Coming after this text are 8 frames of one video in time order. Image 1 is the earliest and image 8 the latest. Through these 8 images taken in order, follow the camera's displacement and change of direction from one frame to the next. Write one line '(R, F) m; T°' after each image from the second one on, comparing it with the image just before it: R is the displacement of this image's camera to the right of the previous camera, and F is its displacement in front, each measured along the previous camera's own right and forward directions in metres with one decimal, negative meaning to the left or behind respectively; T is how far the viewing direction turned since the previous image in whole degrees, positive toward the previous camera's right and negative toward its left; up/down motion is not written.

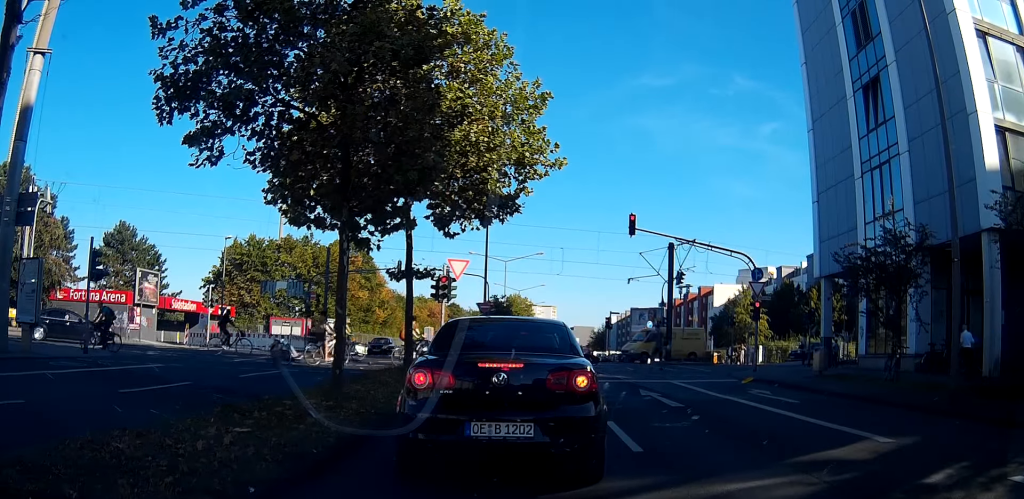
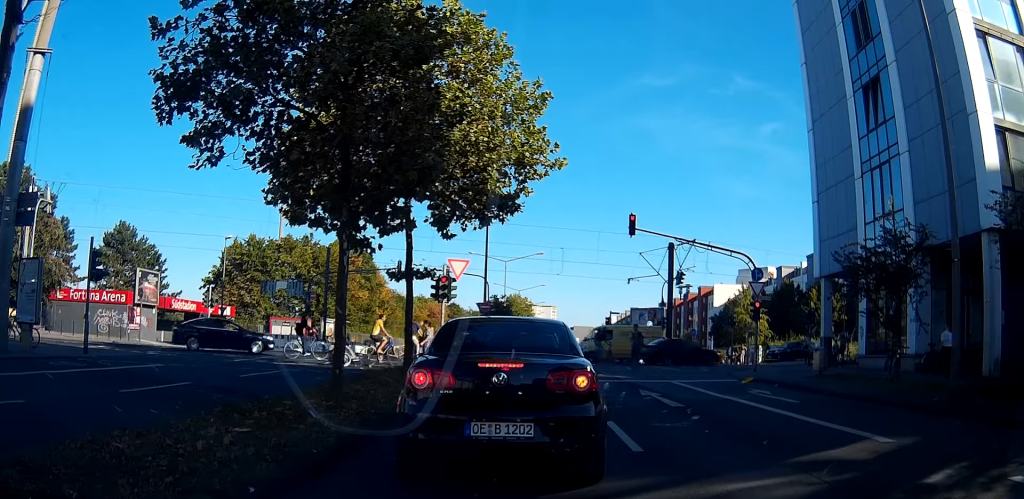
(+0.1, +0.2) m; 0°
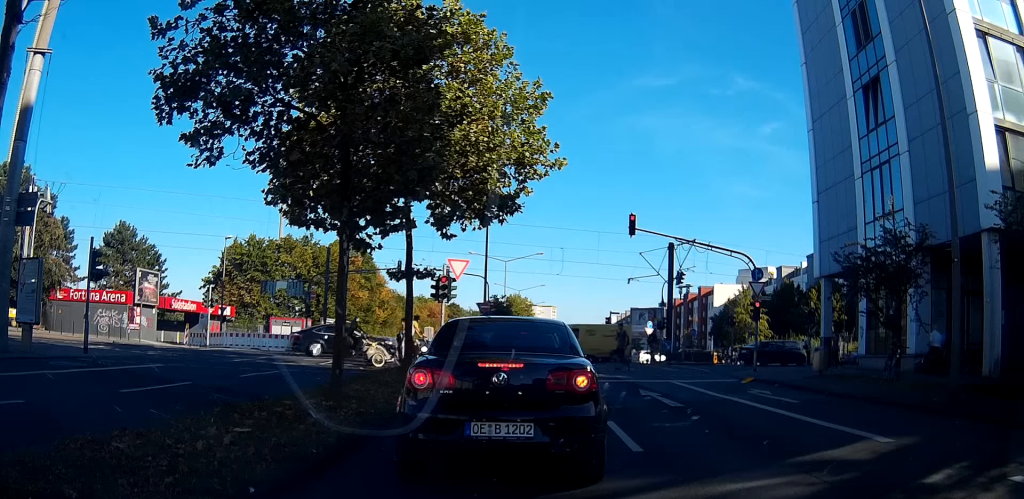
(+0.1, +0.2) m; 0°
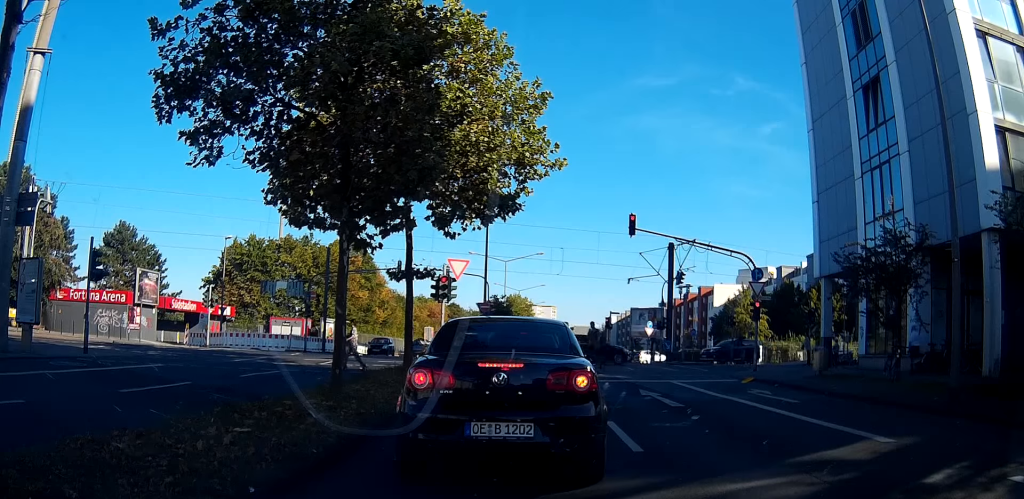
(+0.3, +0.3) m; 0°
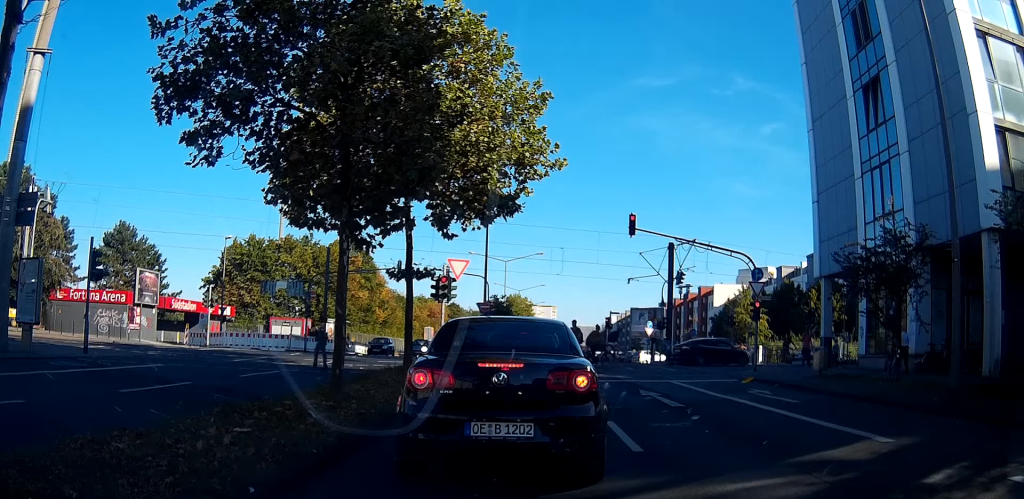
(-0.1, 0.0) m; 0°
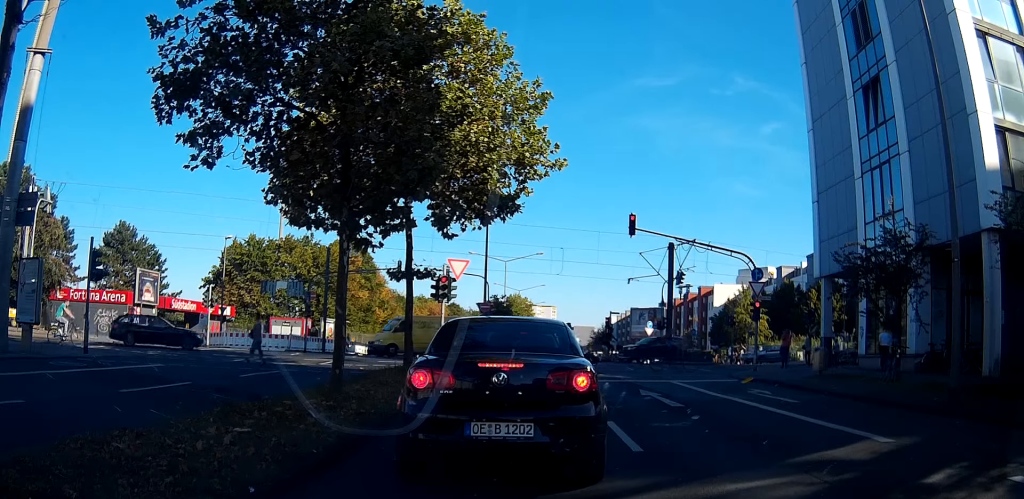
(-0.1, -0.2) m; 0°
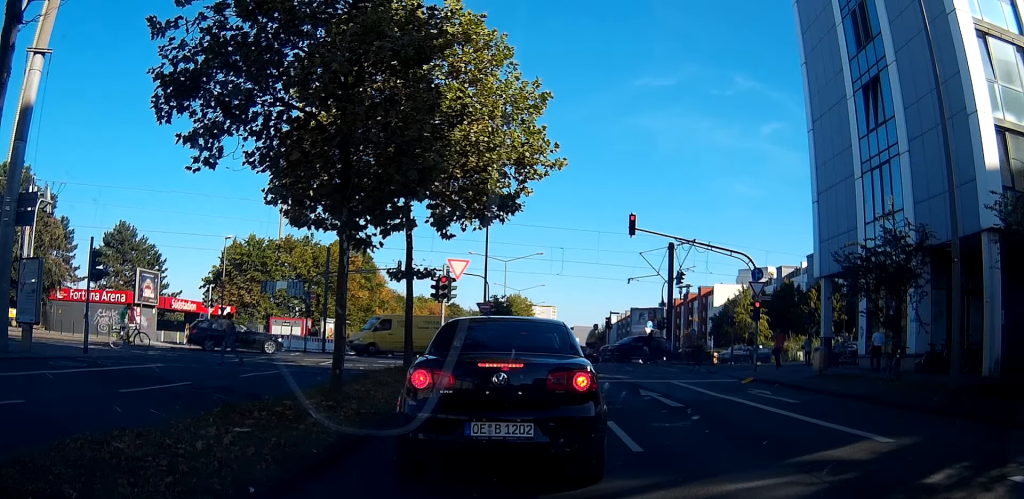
(0.0, 0.0) m; 0°
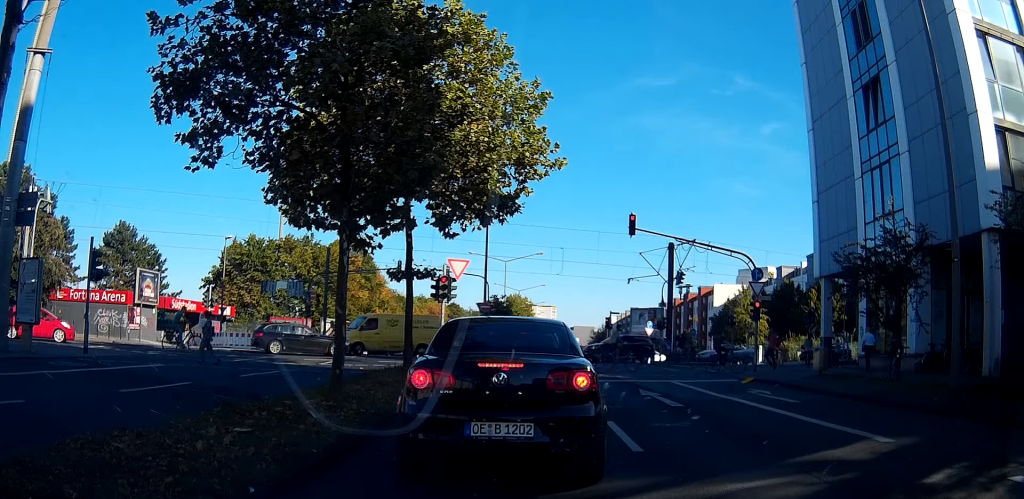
(0.0, 0.0) m; 0°
